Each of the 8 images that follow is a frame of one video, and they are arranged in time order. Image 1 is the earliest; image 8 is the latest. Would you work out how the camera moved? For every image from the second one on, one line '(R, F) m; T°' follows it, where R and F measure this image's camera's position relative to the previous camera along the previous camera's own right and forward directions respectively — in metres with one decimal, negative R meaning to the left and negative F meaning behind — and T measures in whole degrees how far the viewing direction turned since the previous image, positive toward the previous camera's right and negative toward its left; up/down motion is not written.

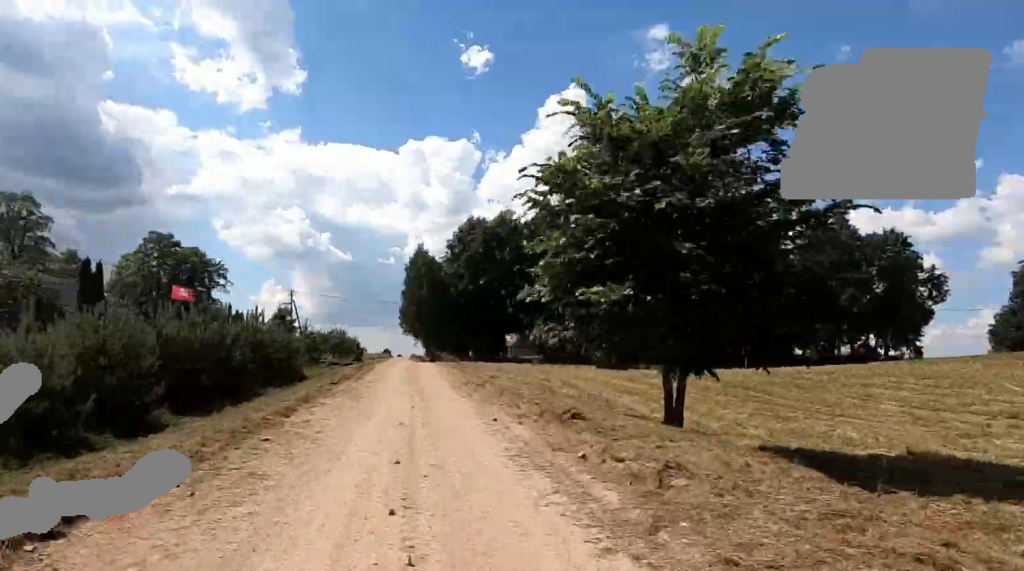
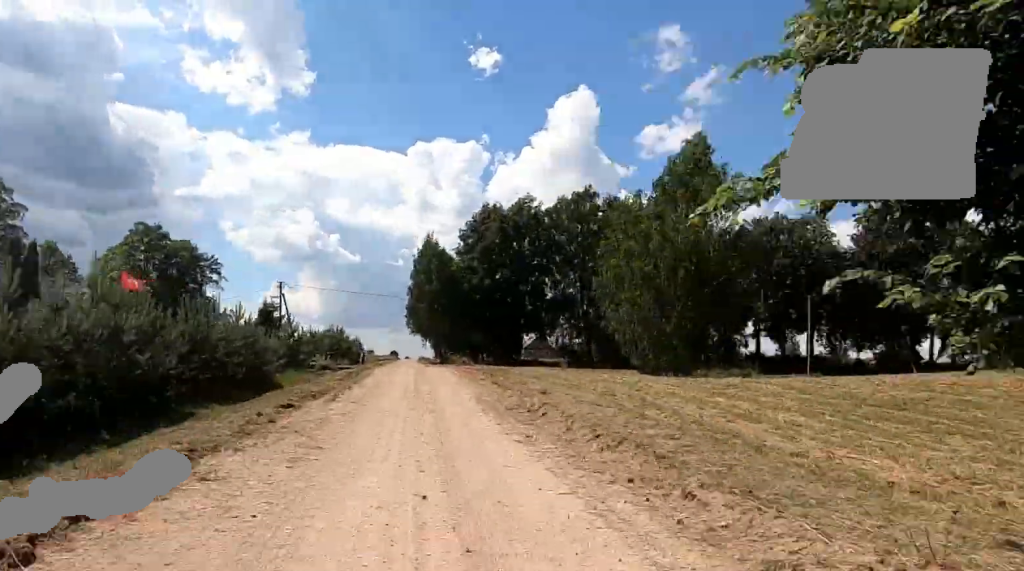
(0.0, +9.6) m; 0°
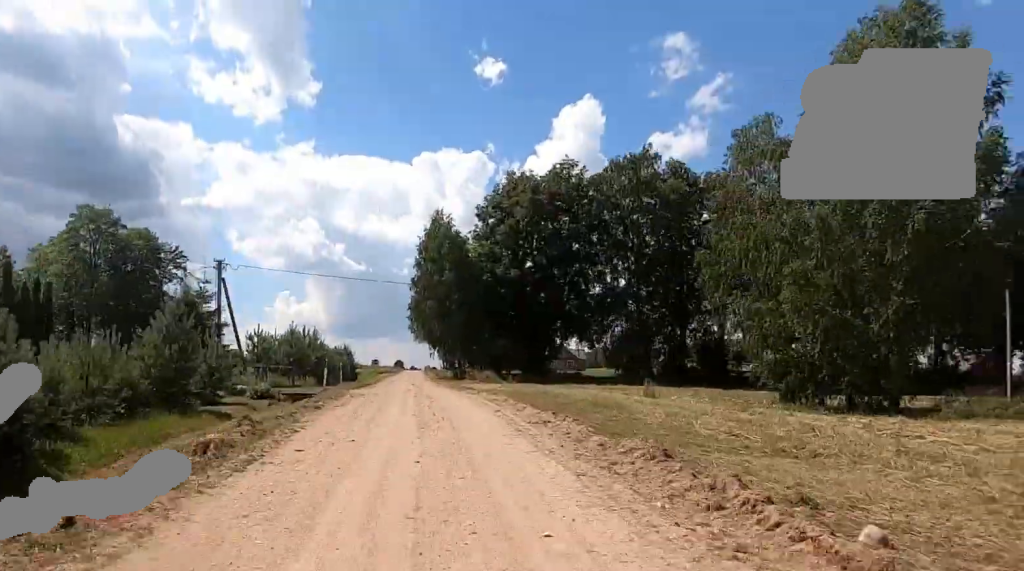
(-0.2, +20.7) m; -1°
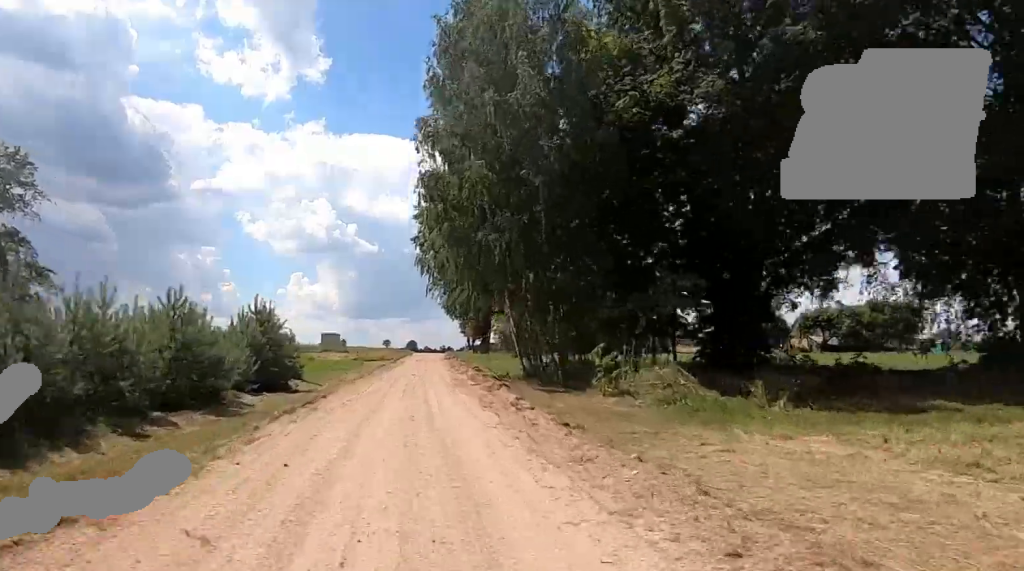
(-0.1, +42.4) m; 0°
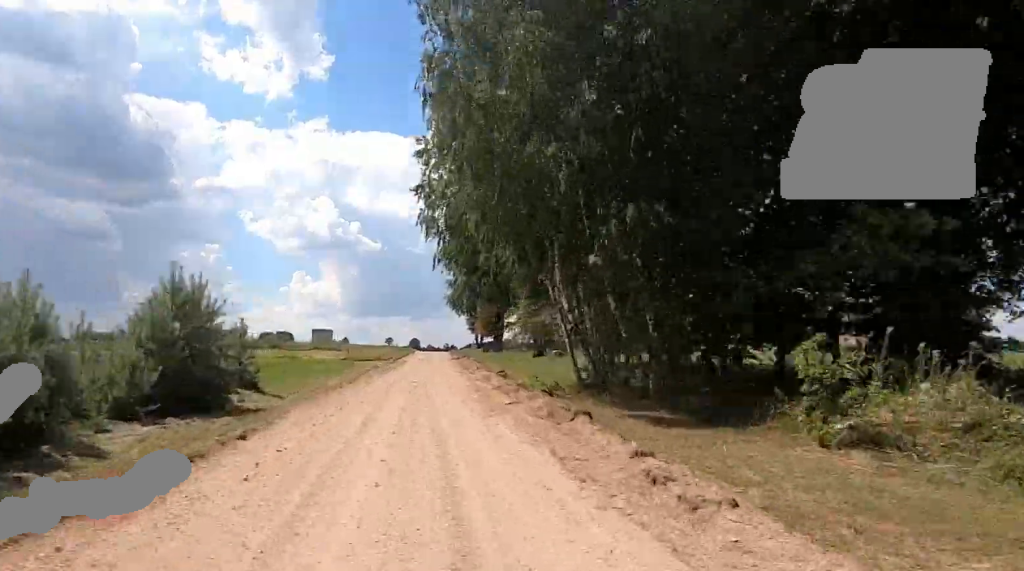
(0.0, +9.6) m; -1°
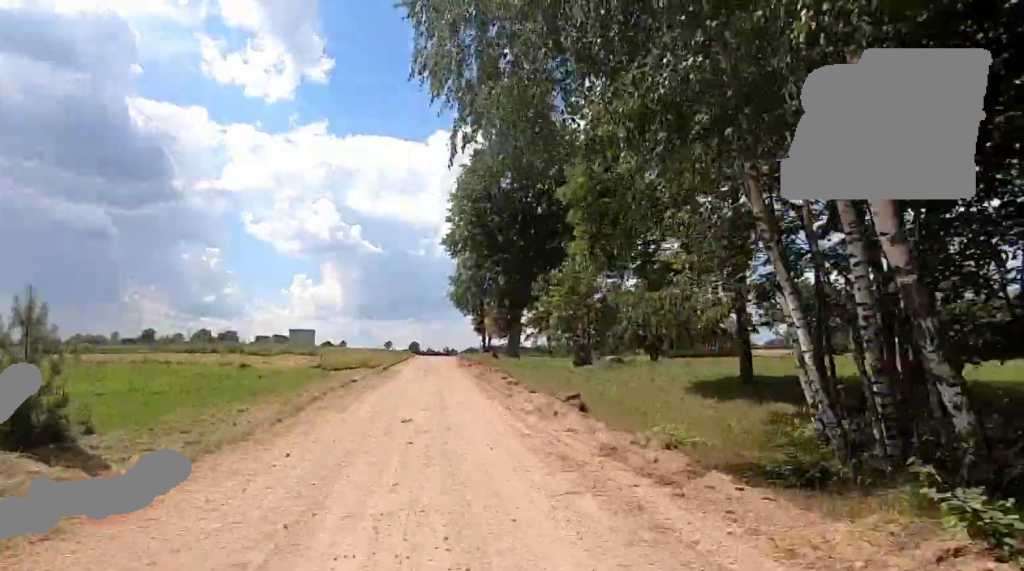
(+0.2, +11.9) m; -3°
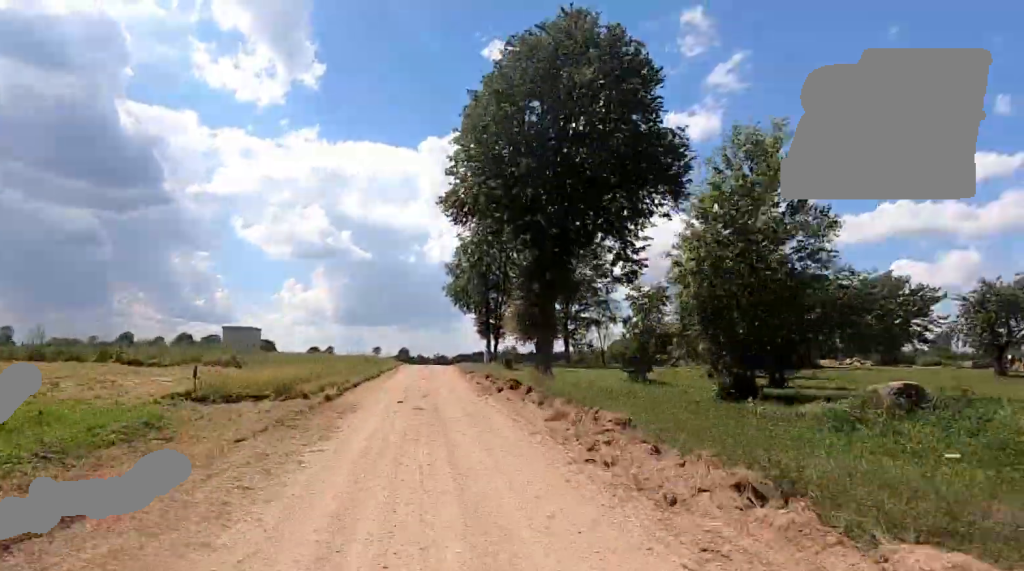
(-1.0, +15.0) m; 0°
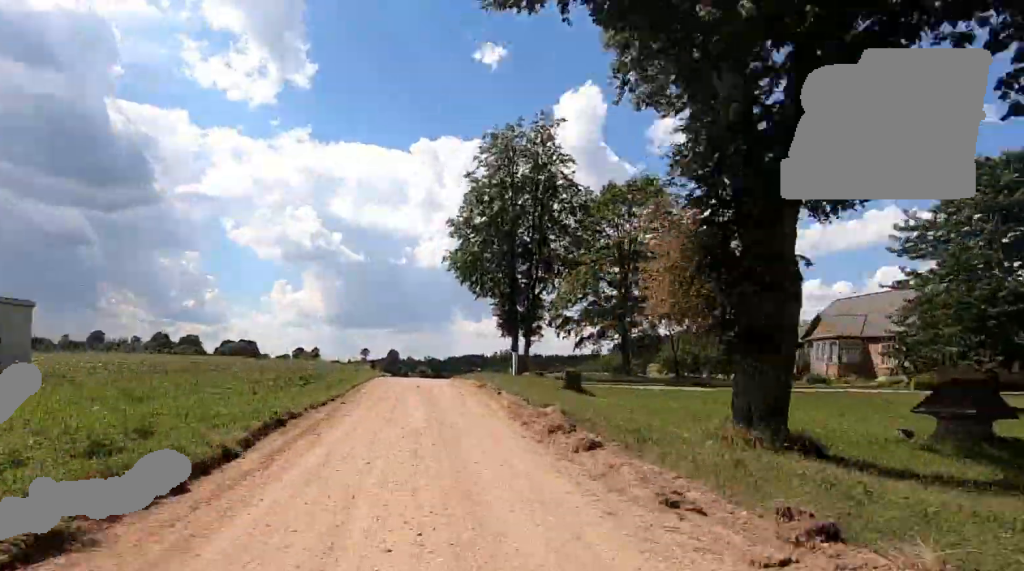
(+1.2, +21.9) m; +5°
